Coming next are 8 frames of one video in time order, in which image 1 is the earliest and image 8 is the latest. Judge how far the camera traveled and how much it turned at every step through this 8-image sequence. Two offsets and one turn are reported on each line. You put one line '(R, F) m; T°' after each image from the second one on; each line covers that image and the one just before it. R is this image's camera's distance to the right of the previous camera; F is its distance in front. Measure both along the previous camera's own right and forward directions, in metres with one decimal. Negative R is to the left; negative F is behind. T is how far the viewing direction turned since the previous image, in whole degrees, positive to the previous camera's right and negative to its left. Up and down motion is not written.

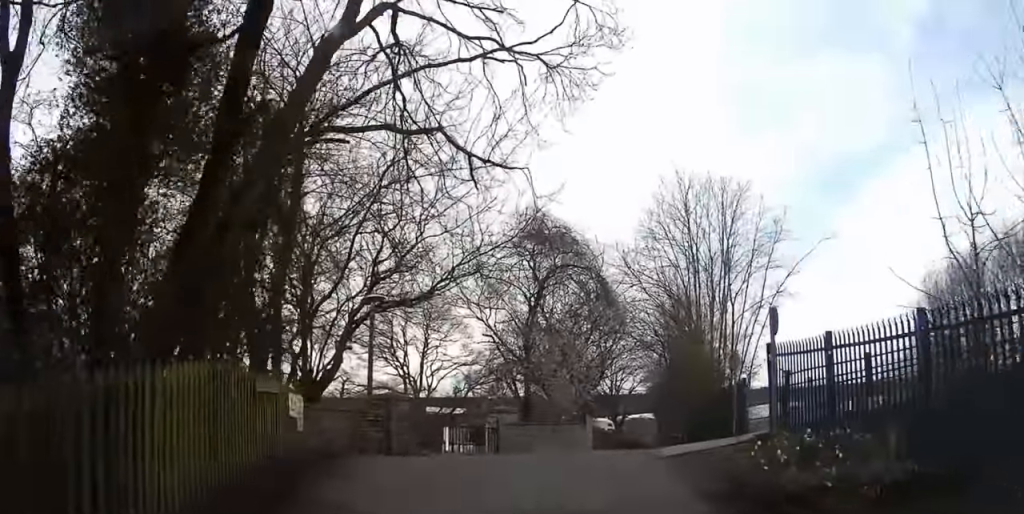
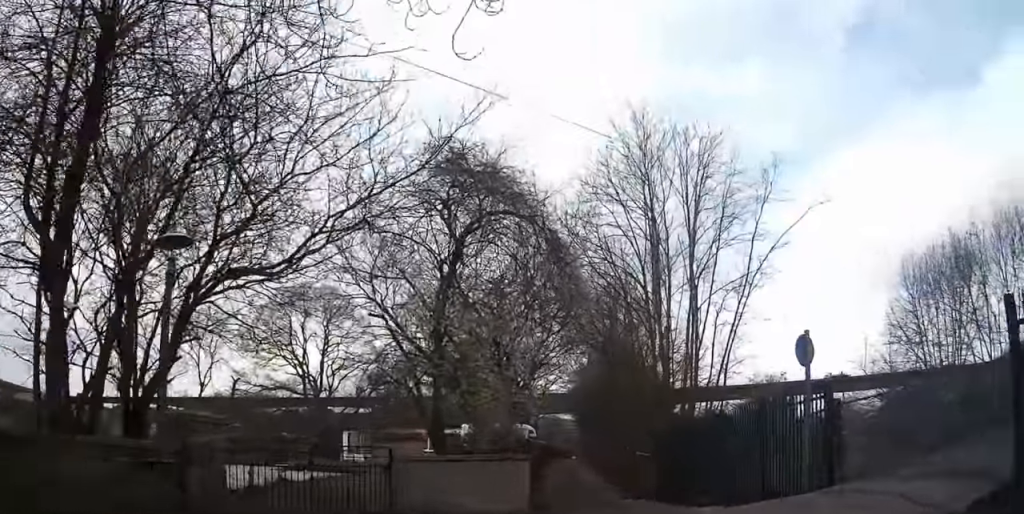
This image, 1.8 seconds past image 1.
(-0.9, +6.3) m; -24°
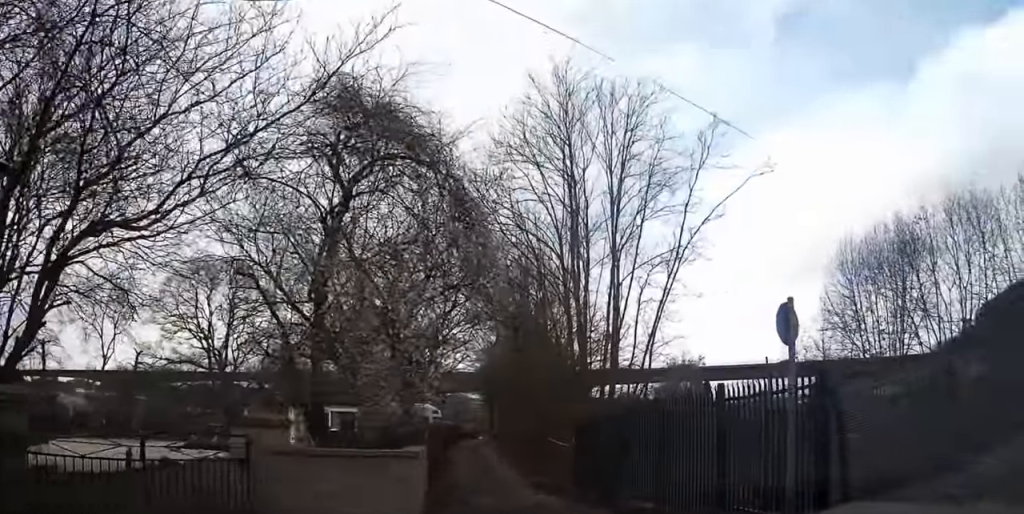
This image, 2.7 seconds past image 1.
(-0.4, +2.5) m; -4°
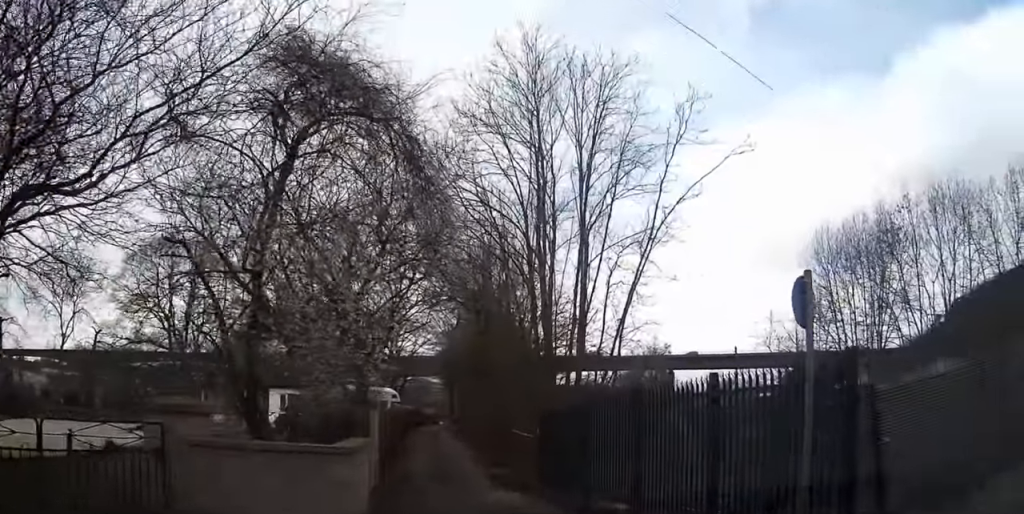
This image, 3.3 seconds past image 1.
(-0.2, +1.4) m; +7°
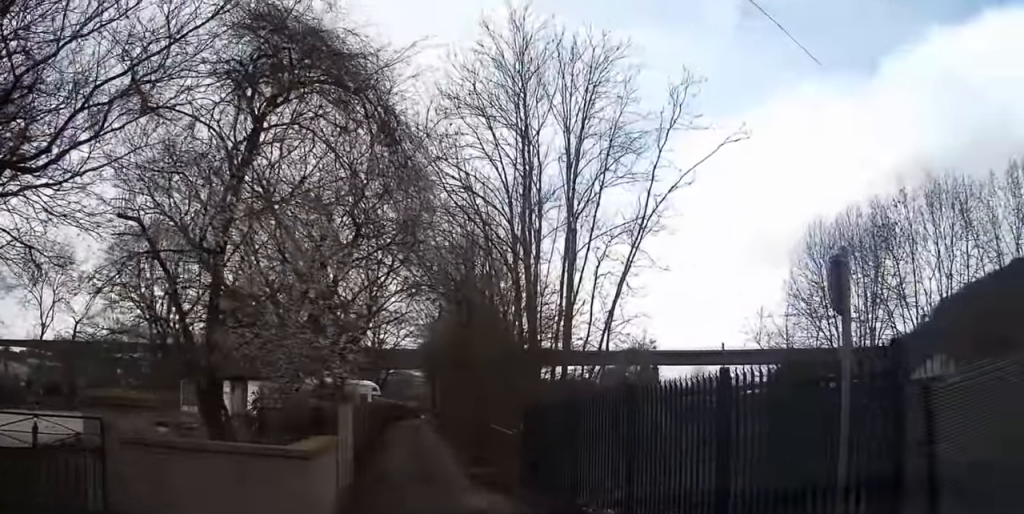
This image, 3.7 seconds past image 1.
(+0.2, +0.9) m; +11°
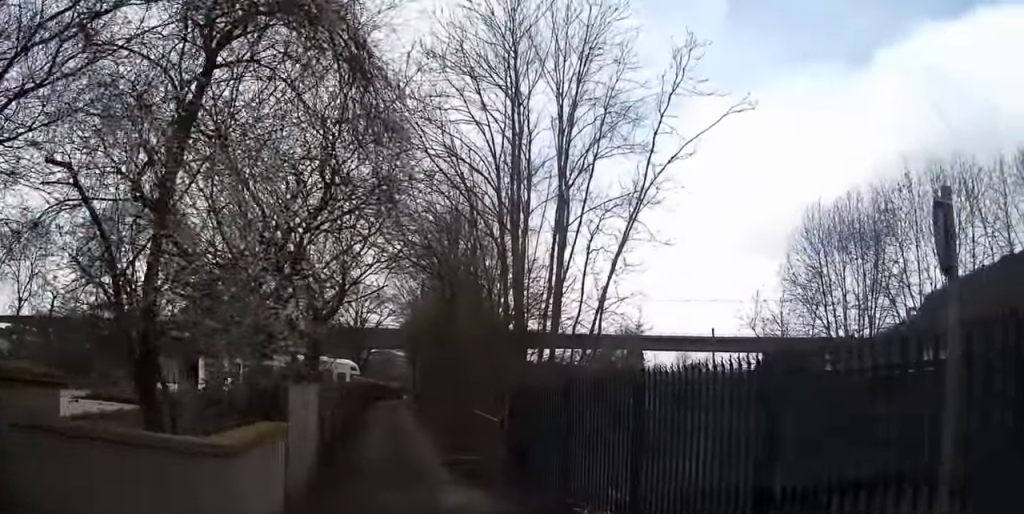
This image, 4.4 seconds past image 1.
(+0.2, +1.4) m; +18°
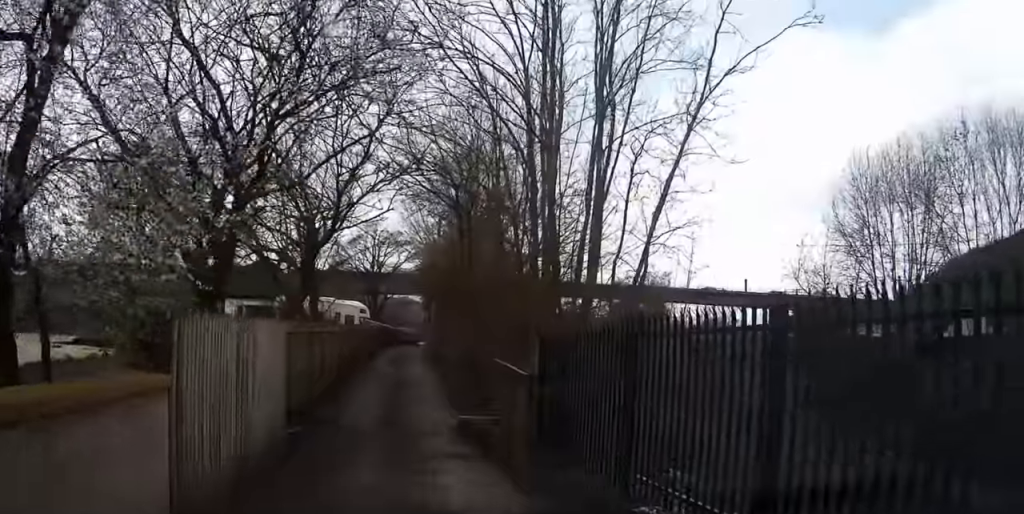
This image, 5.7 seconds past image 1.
(+0.6, +3.1) m; +16°
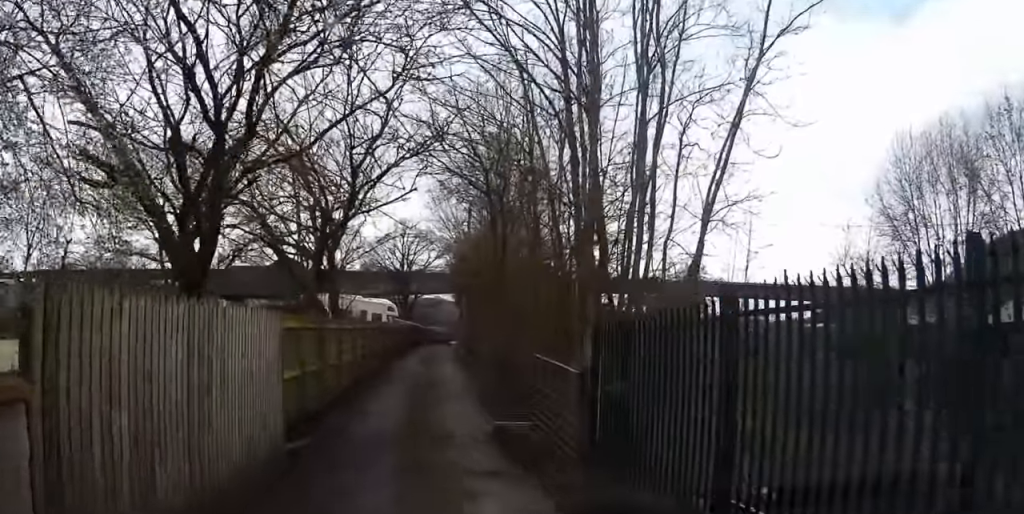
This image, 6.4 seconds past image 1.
(0.0, +1.9) m; +7°
